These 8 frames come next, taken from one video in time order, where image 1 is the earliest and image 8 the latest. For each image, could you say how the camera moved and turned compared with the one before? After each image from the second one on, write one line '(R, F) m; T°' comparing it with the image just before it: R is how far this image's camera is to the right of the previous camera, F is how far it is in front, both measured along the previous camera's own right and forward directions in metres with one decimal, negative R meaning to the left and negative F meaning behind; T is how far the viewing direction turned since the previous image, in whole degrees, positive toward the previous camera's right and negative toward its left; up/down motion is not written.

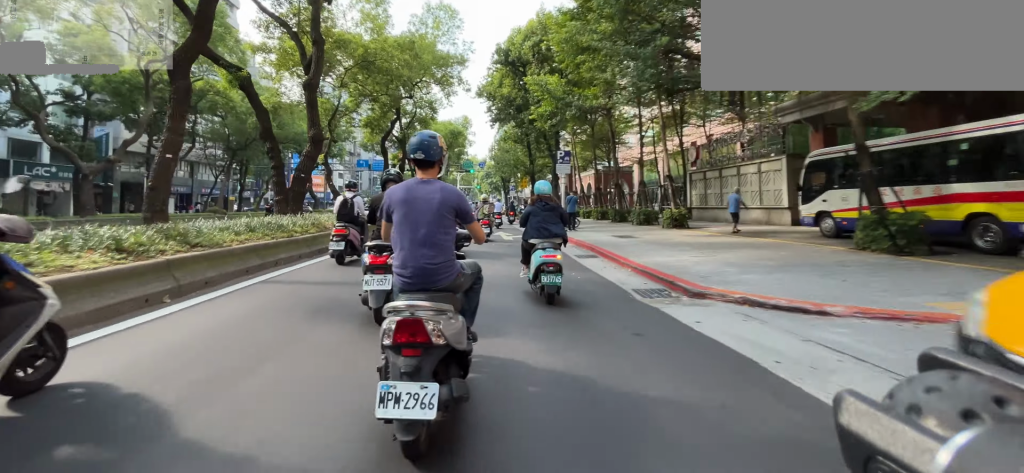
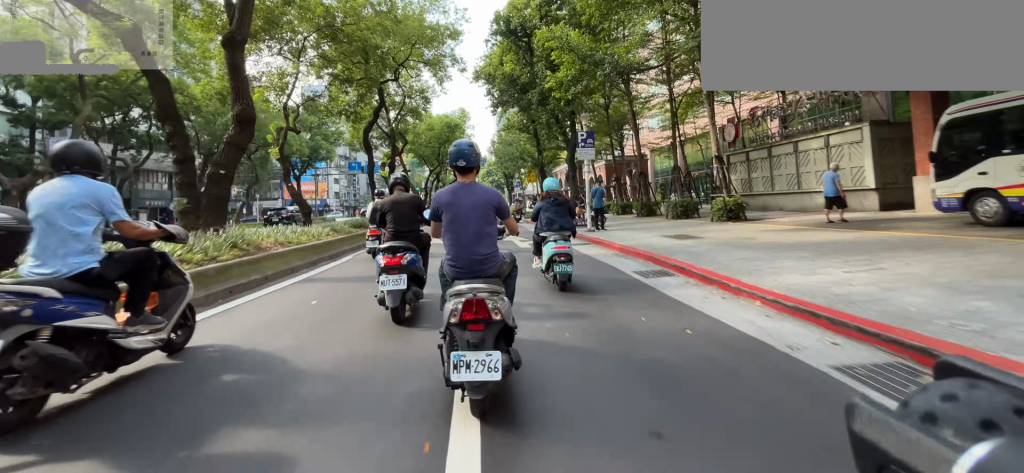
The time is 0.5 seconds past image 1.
(0.0, +4.4) m; 0°
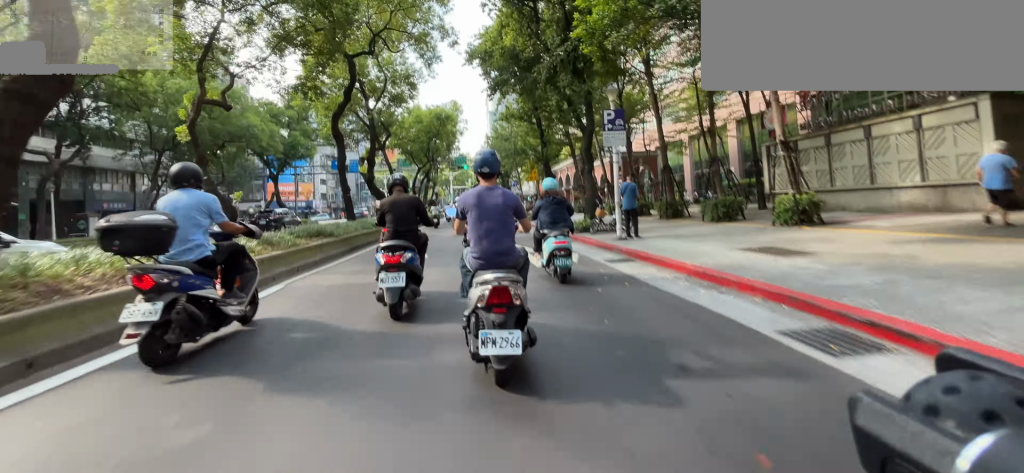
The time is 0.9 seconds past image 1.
(0.0, +4.2) m; 0°
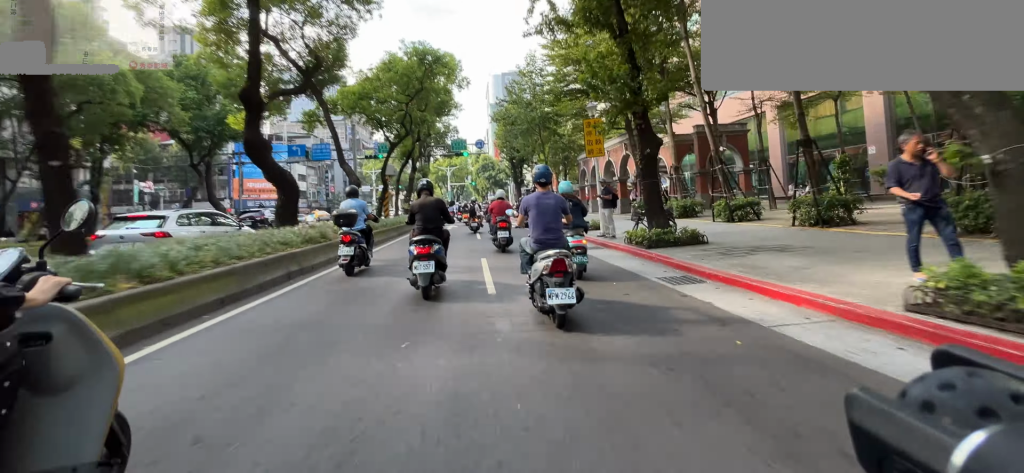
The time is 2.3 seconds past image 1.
(0.0, +13.6) m; 0°
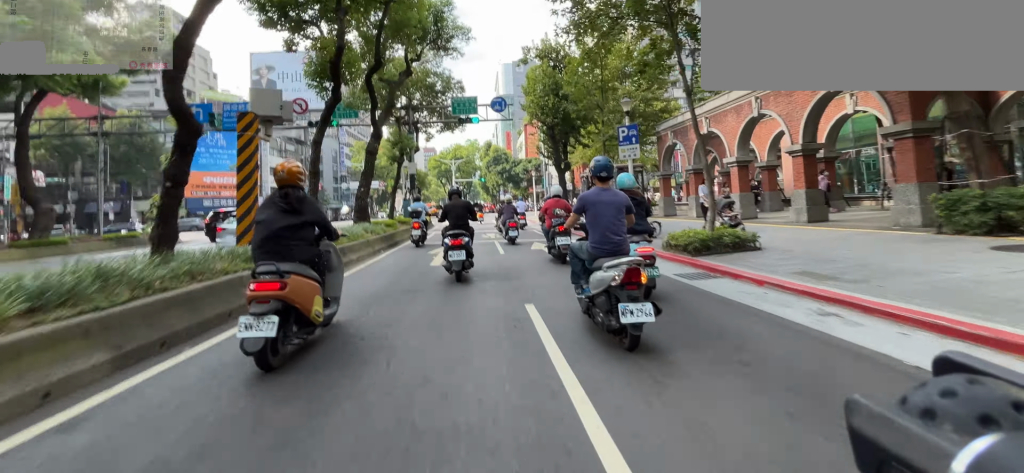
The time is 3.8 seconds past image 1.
(0.0, +15.7) m; 0°
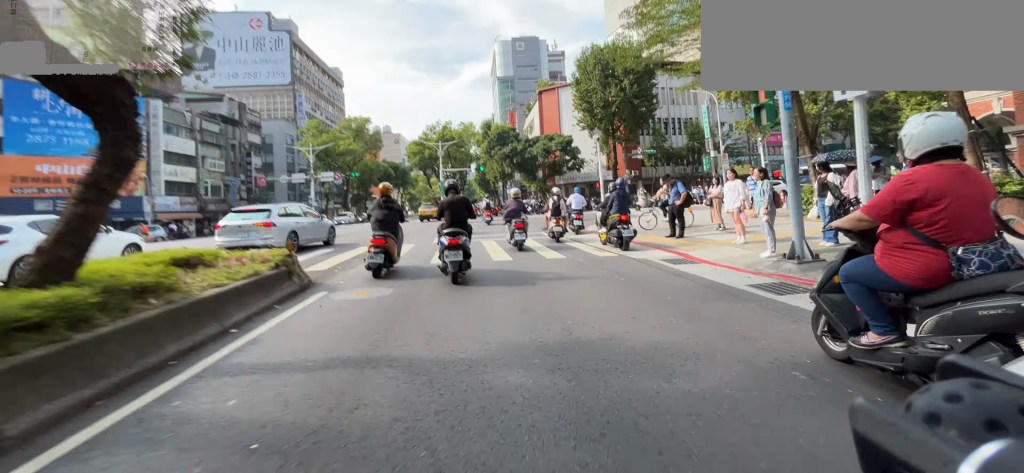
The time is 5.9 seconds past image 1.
(0.0, +21.1) m; 0°
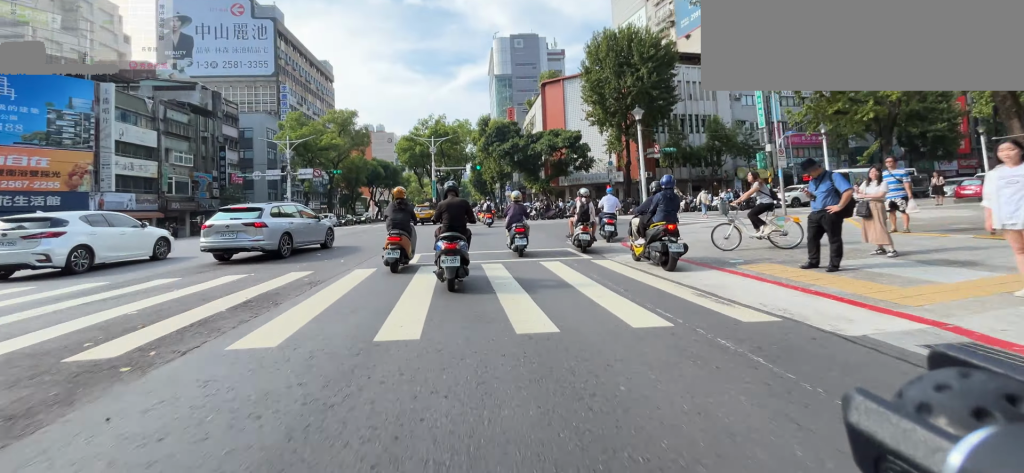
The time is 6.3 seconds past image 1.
(0.0, +4.7) m; 0°
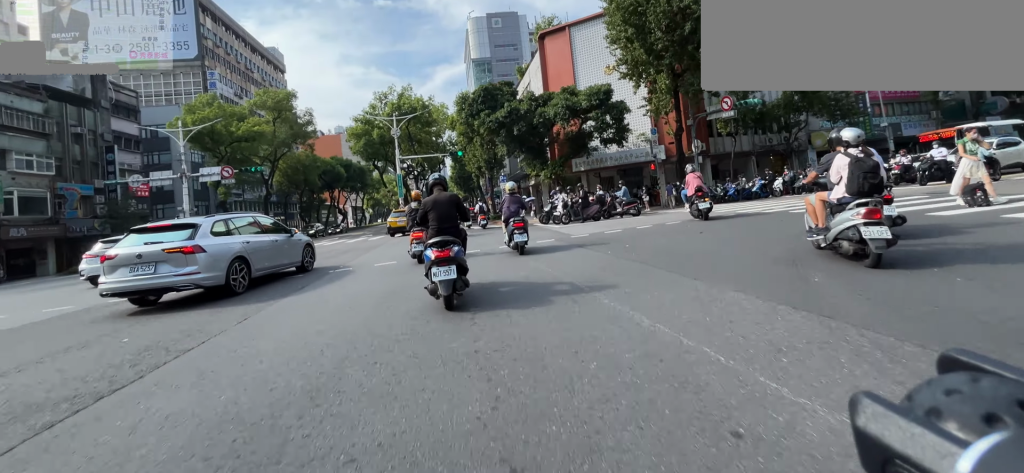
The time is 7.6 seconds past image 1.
(0.0, +12.0) m; 0°
